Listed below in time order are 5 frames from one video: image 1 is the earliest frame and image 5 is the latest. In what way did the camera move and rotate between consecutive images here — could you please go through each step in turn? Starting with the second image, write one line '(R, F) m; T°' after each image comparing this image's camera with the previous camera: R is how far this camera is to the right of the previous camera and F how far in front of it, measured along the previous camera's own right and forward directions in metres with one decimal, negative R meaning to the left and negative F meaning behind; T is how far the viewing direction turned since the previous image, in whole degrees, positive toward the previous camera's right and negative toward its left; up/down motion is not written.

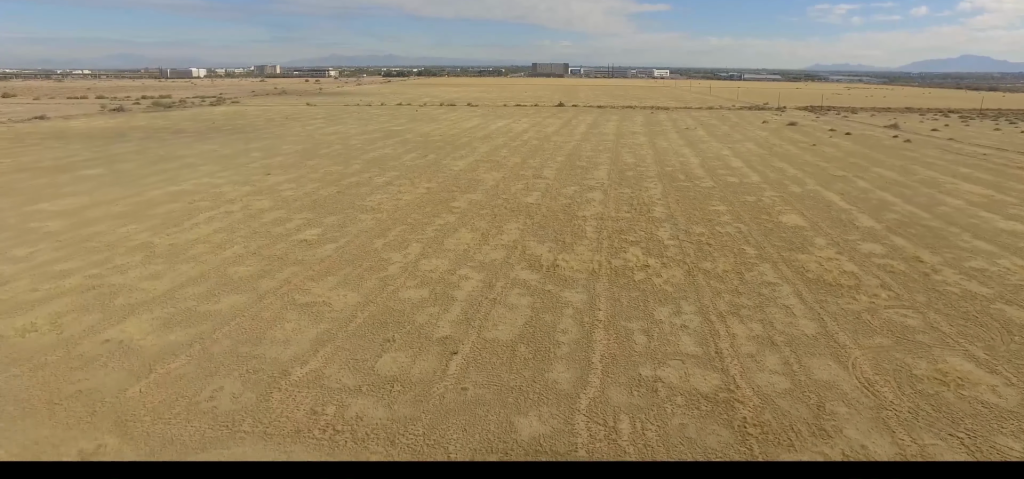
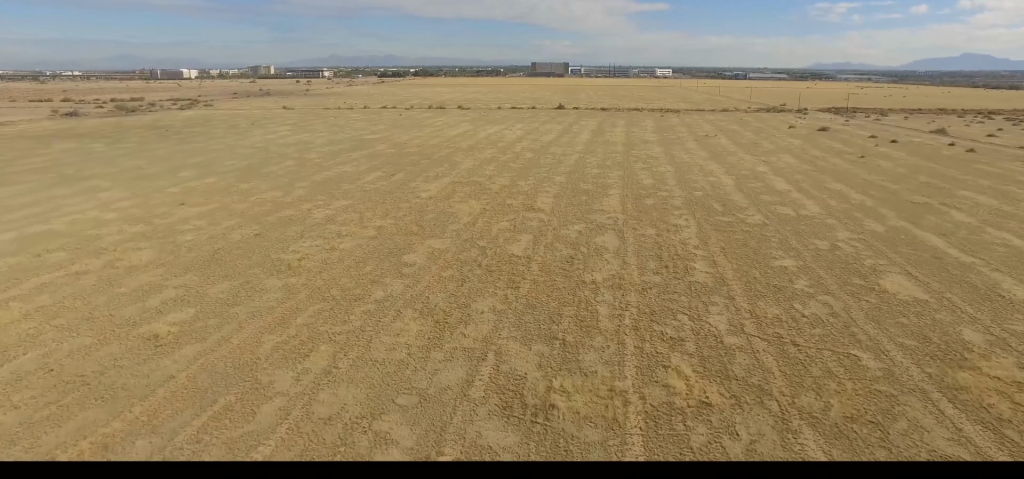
(+0.5, +25.7) m; +1°
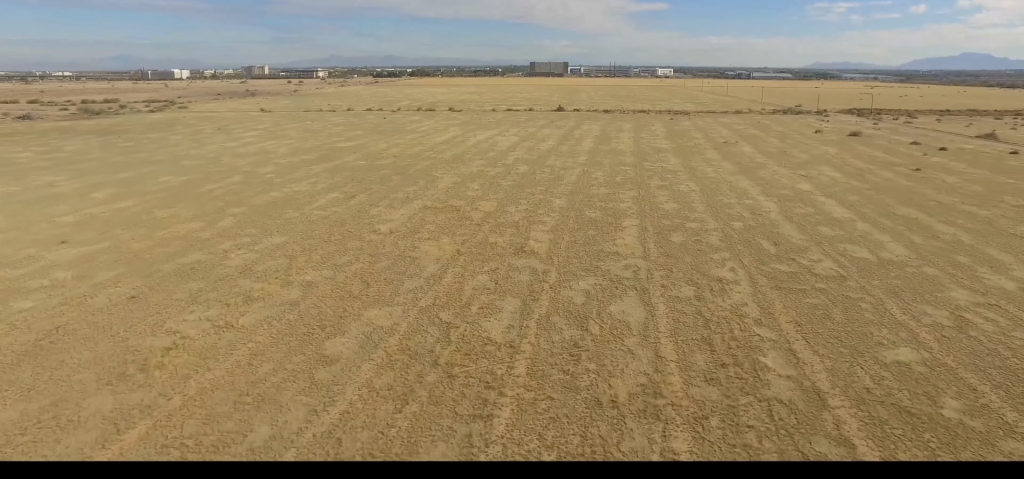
(-0.1, +20.0) m; -1°
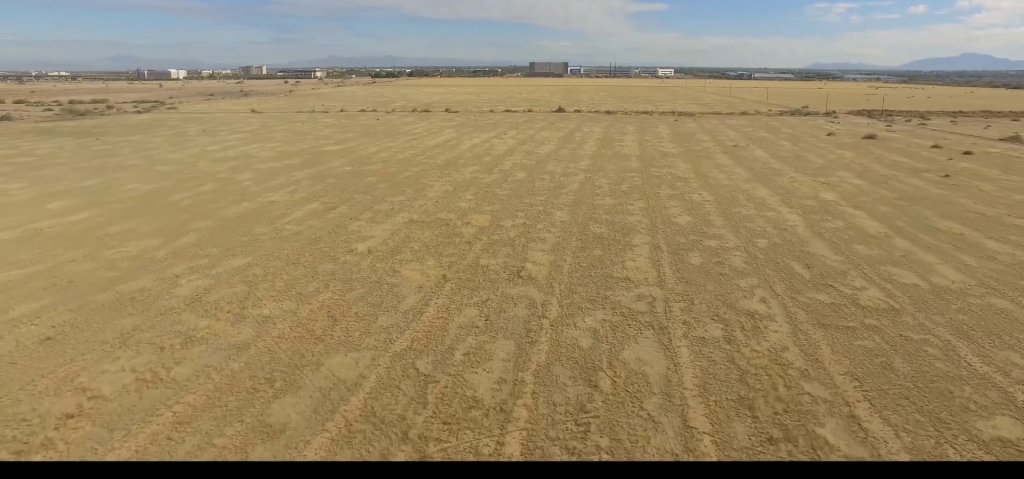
(0.0, +8.2) m; 0°
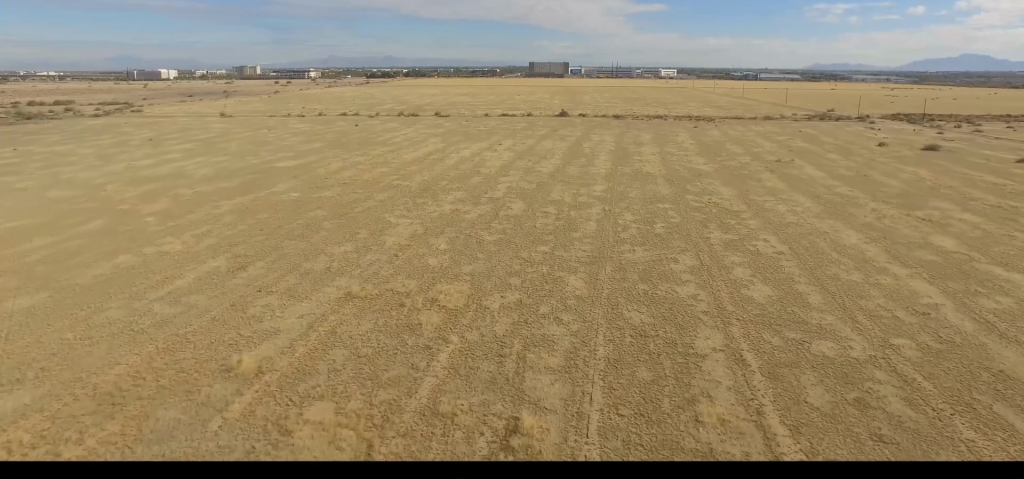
(-0.2, +24.2) m; -1°
